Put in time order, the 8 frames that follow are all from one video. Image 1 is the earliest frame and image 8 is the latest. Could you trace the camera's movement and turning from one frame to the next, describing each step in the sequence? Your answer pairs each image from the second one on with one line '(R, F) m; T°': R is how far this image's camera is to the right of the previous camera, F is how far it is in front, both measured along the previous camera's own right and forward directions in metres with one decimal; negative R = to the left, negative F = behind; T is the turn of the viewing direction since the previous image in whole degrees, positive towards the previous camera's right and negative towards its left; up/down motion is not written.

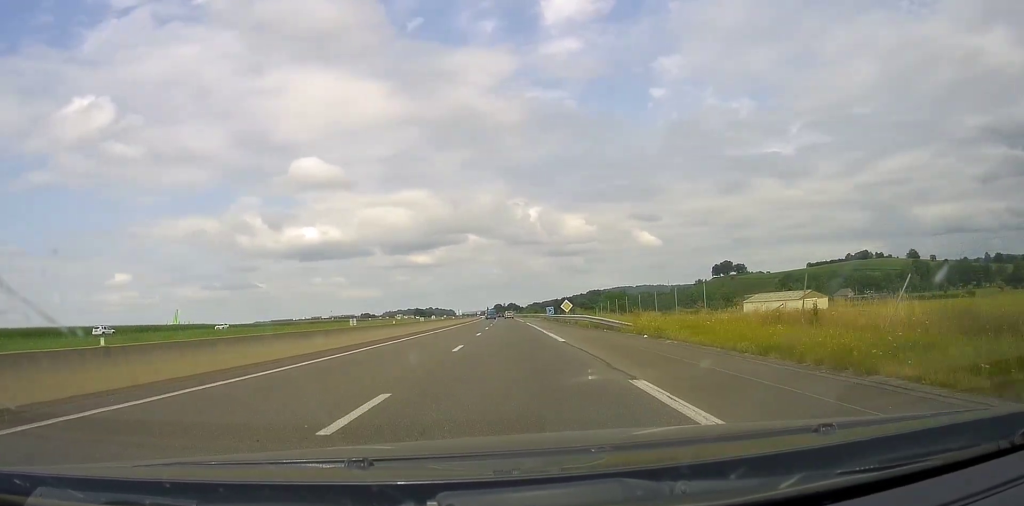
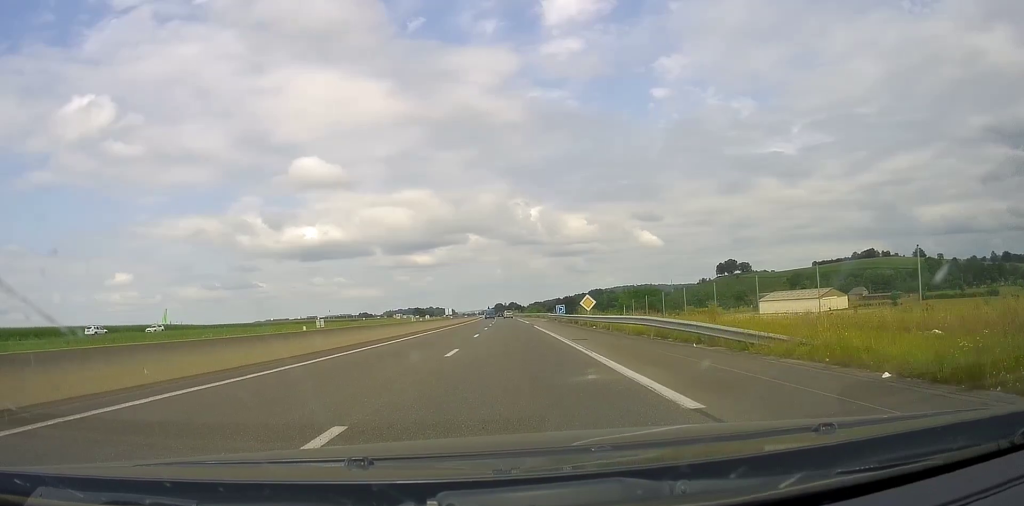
(0.0, +15.6) m; 0°
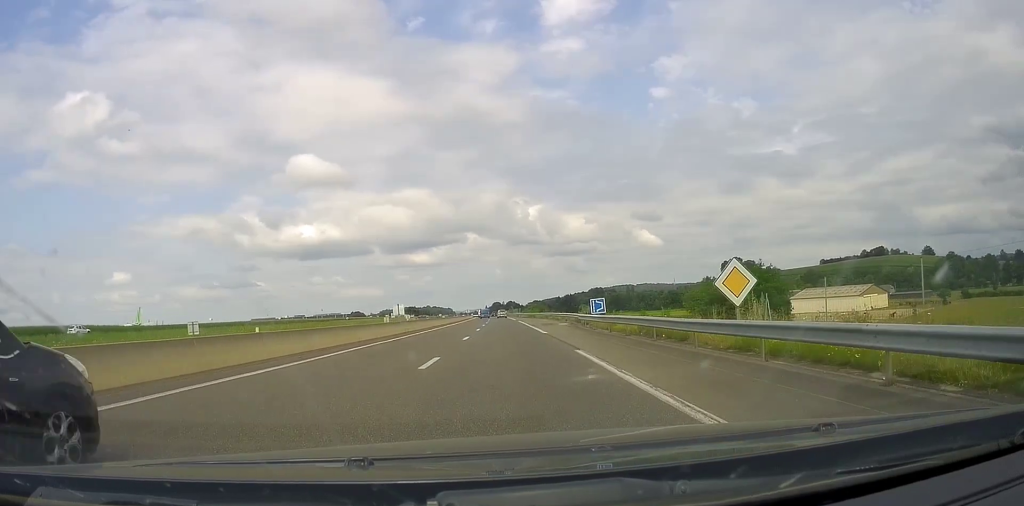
(-0.3, +29.3) m; -1°
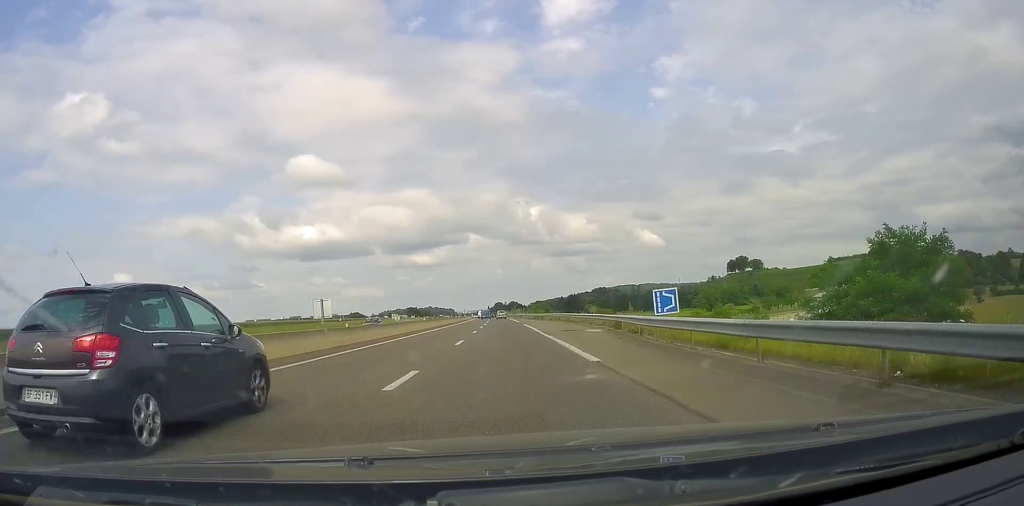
(-0.2, +15.9) m; 0°
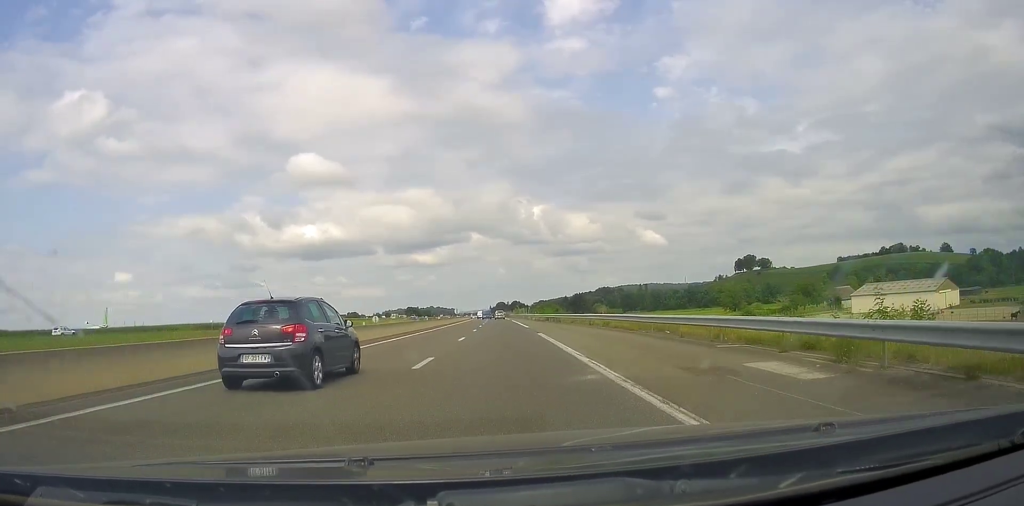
(+0.3, +21.9) m; 0°
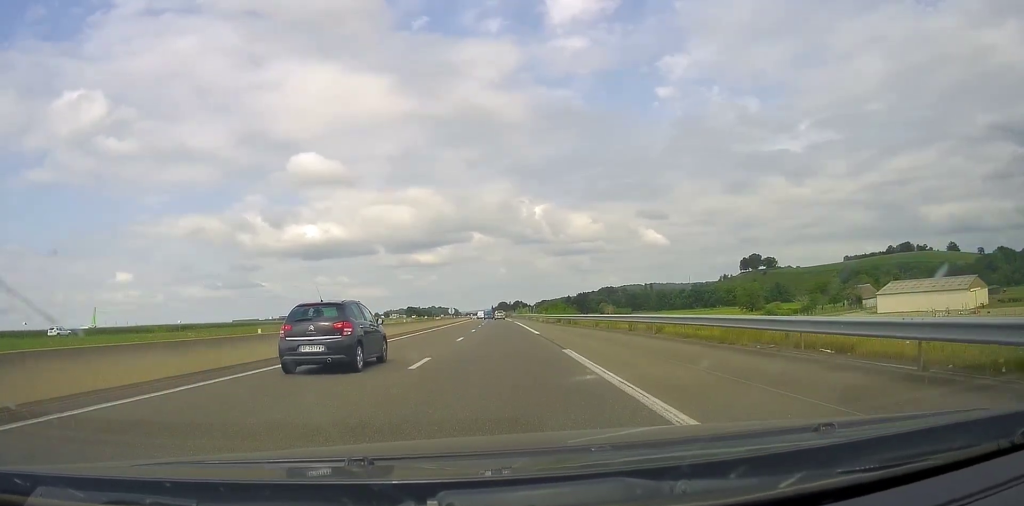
(-0.1, +12.8) m; 0°
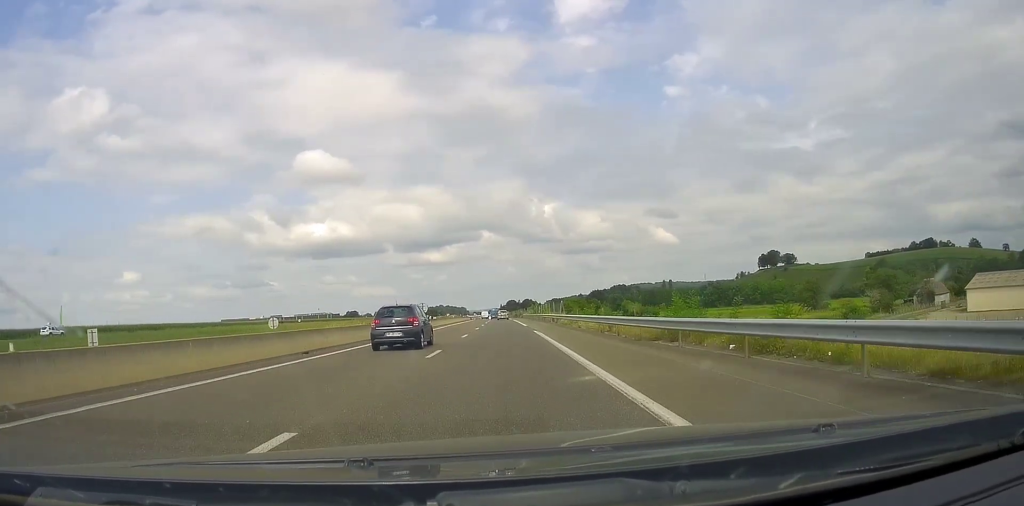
(-0.4, +35.4) m; -1°
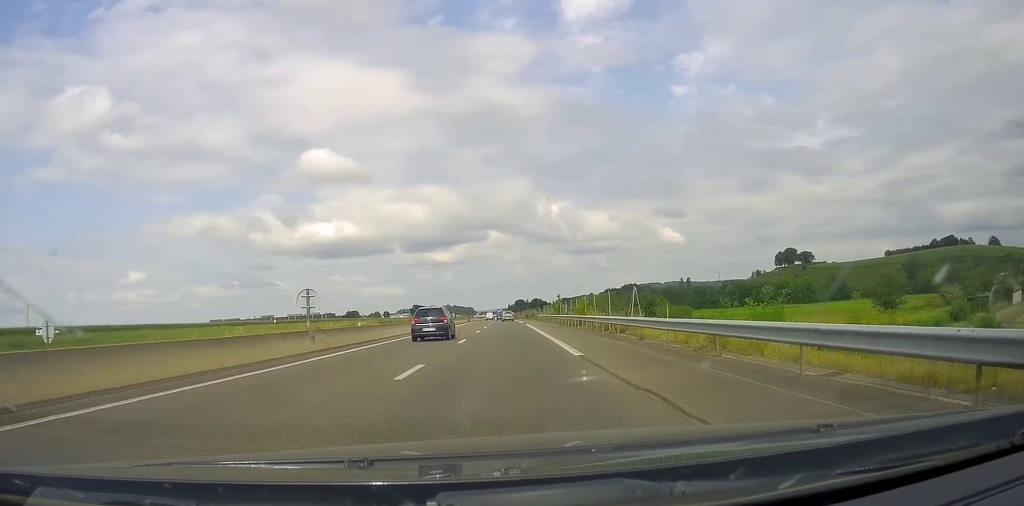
(-0.3, +30.9) m; 0°
